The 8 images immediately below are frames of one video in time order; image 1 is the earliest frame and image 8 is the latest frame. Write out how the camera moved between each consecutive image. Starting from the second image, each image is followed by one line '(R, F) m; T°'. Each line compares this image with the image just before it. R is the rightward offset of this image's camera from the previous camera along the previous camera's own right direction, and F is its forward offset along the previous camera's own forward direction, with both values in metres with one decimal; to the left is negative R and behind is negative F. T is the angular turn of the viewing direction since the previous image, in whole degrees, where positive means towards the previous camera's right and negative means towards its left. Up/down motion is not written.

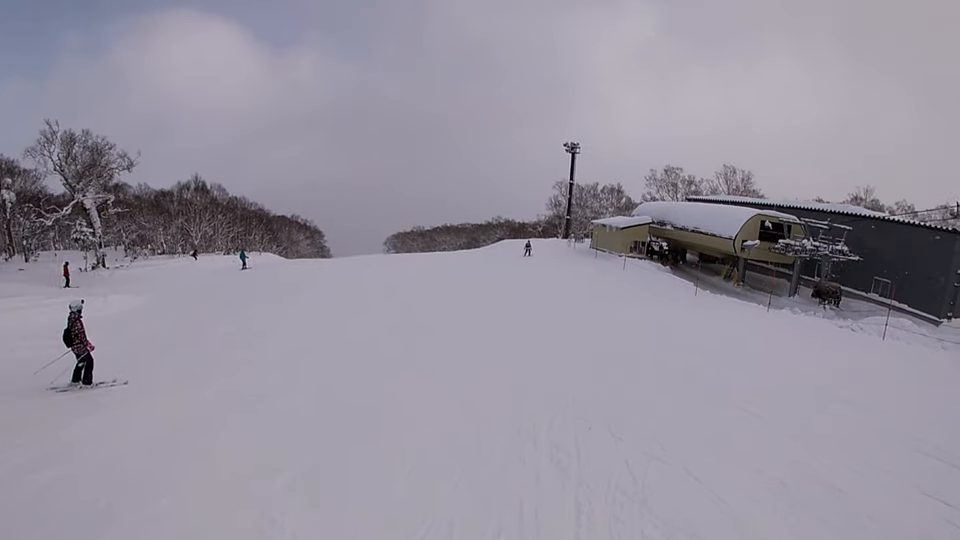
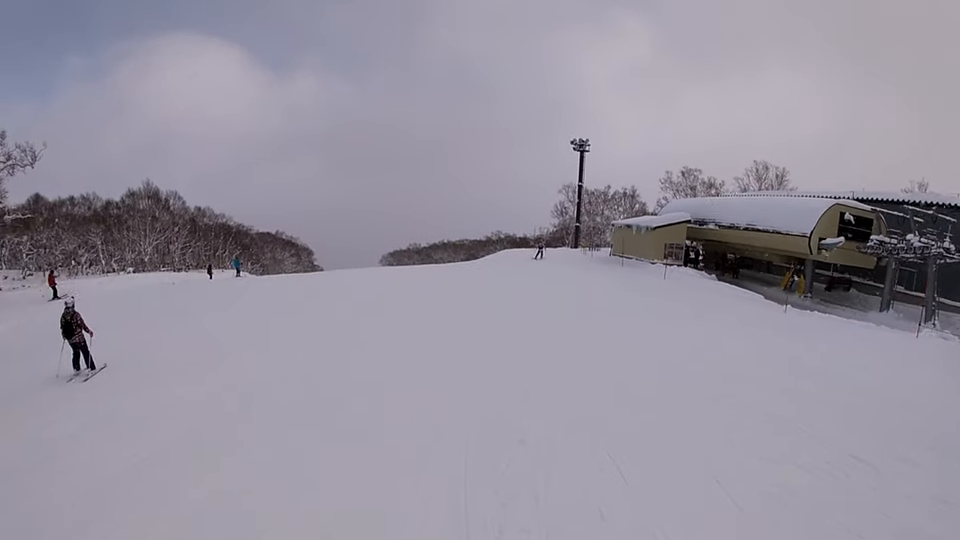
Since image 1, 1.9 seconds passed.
(-0.1, +10.1) m; +1°
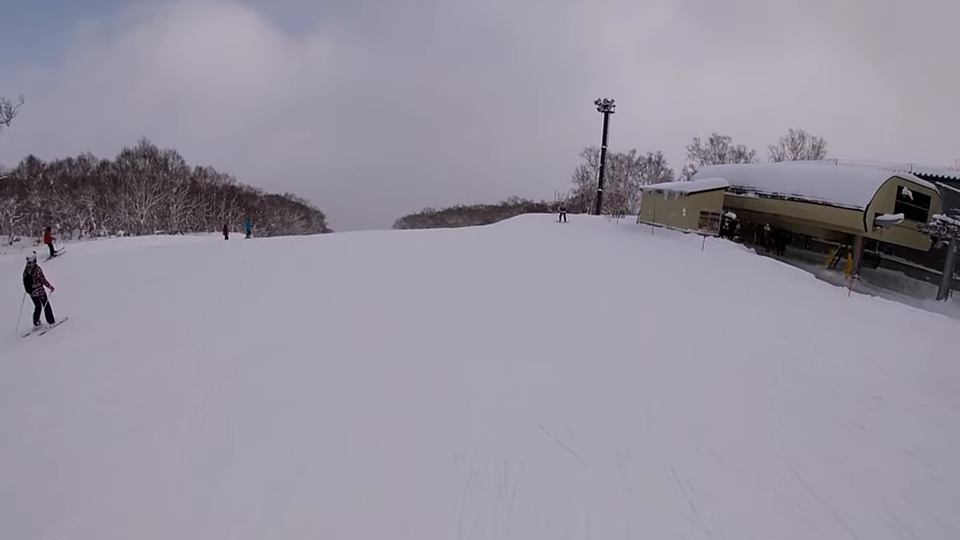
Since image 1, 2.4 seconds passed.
(+0.4, +2.8) m; -2°
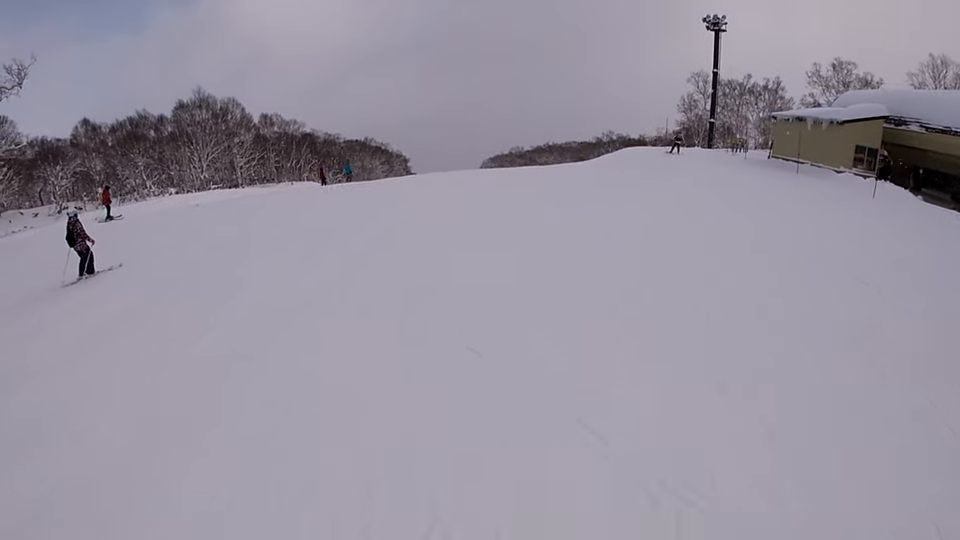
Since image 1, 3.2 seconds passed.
(-1.3, +5.4) m; -13°
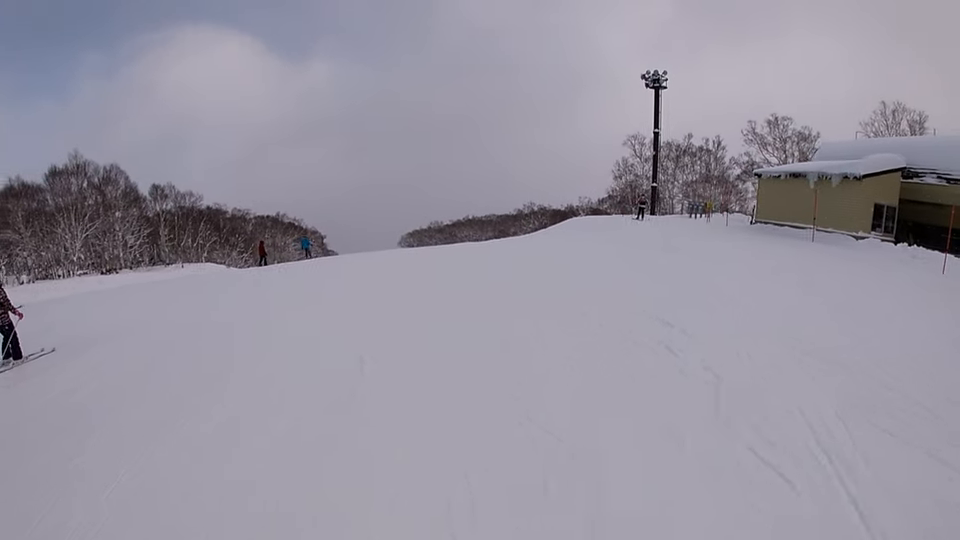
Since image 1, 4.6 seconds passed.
(+0.1, +8.2) m; +7°
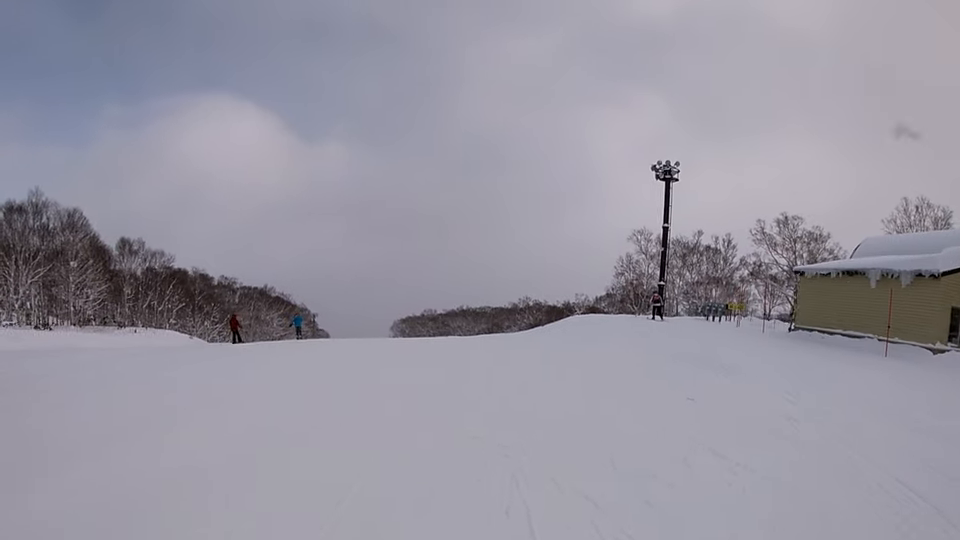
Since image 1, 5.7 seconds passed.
(+0.8, +5.5) m; +10°
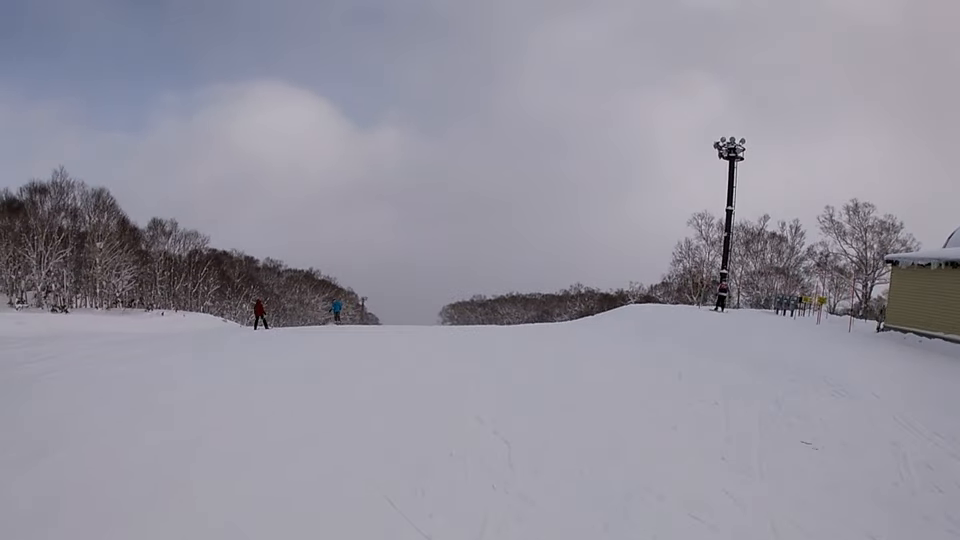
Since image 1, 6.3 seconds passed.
(+0.6, +3.1) m; -2°
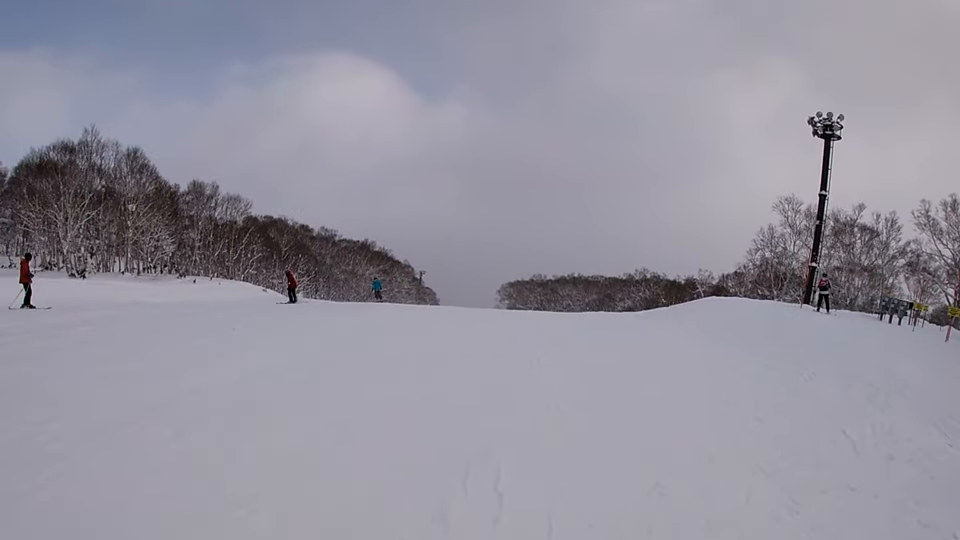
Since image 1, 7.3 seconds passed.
(-1.2, +4.2) m; -16°
